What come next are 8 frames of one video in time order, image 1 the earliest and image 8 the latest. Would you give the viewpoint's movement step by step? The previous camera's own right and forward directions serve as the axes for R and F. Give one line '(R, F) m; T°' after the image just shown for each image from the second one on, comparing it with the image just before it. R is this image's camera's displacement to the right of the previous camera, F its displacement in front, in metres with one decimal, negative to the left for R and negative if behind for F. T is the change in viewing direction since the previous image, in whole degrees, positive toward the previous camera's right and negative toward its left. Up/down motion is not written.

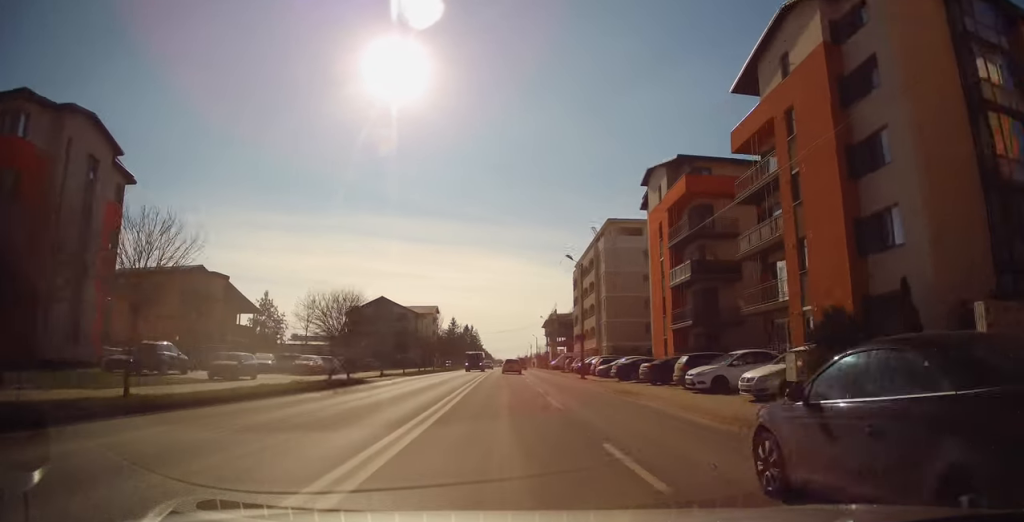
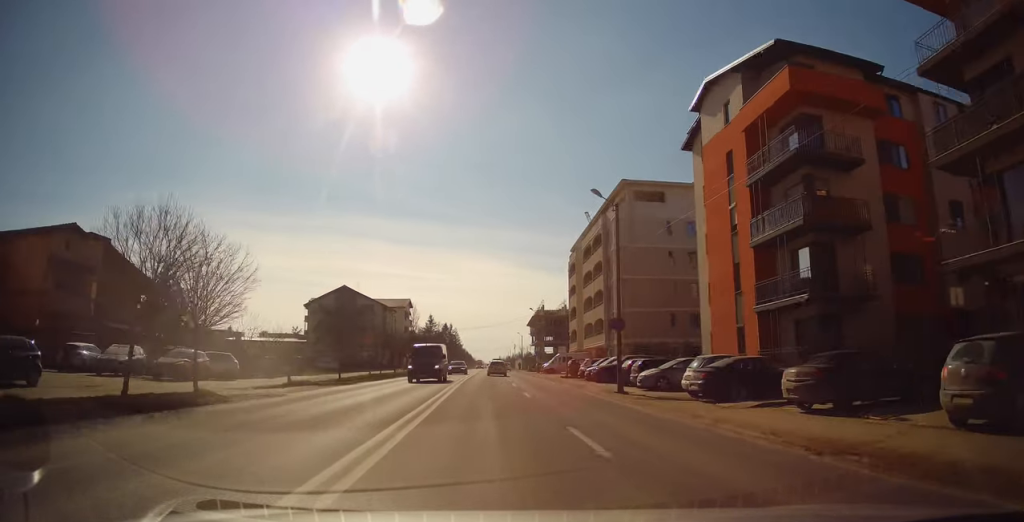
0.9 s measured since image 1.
(-0.2, +15.8) m; +1°
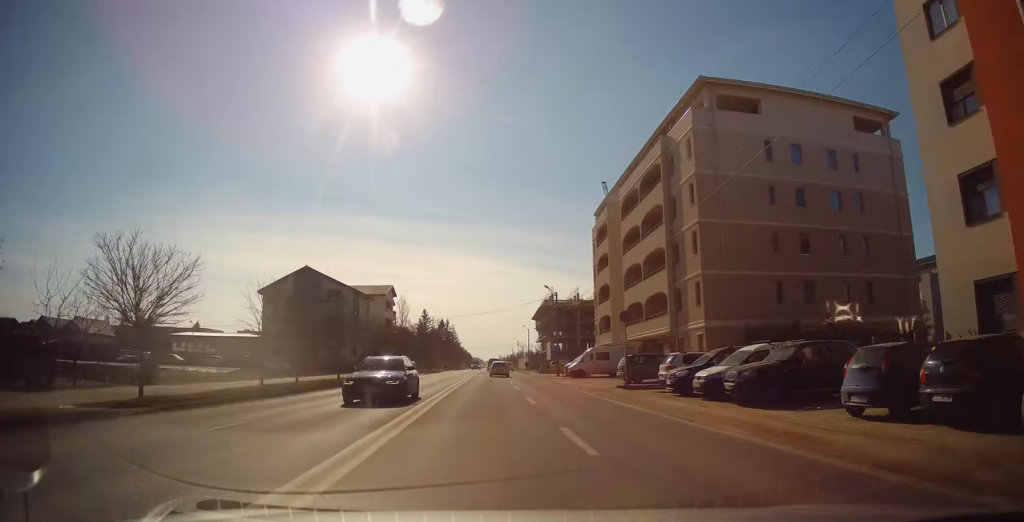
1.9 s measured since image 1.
(+0.6, +19.9) m; +2°
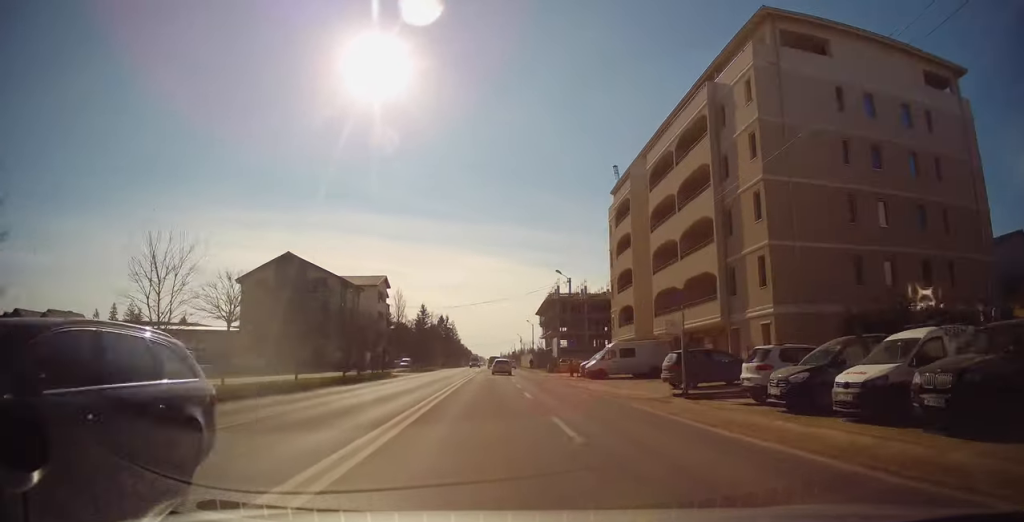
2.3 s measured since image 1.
(0.0, +7.6) m; 0°
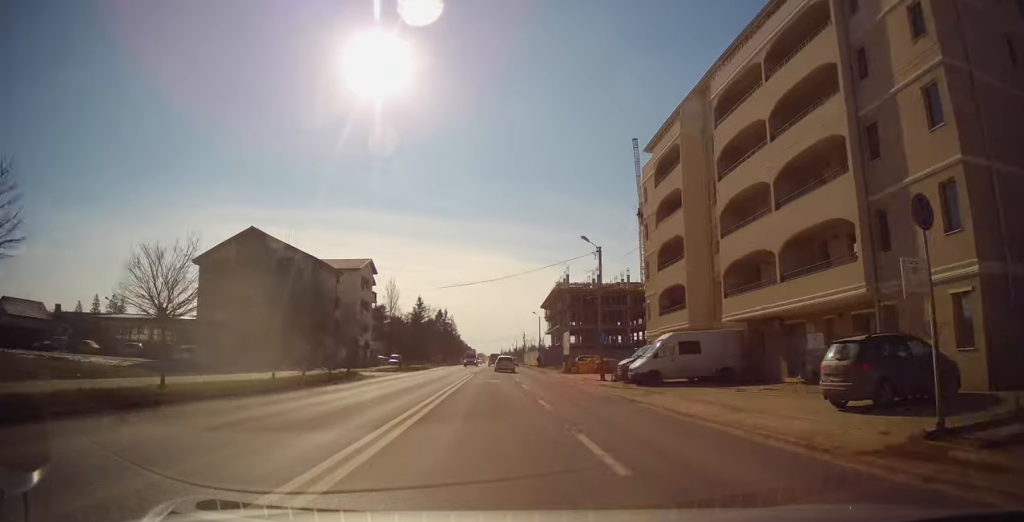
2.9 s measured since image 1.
(0.0, +11.4) m; 0°
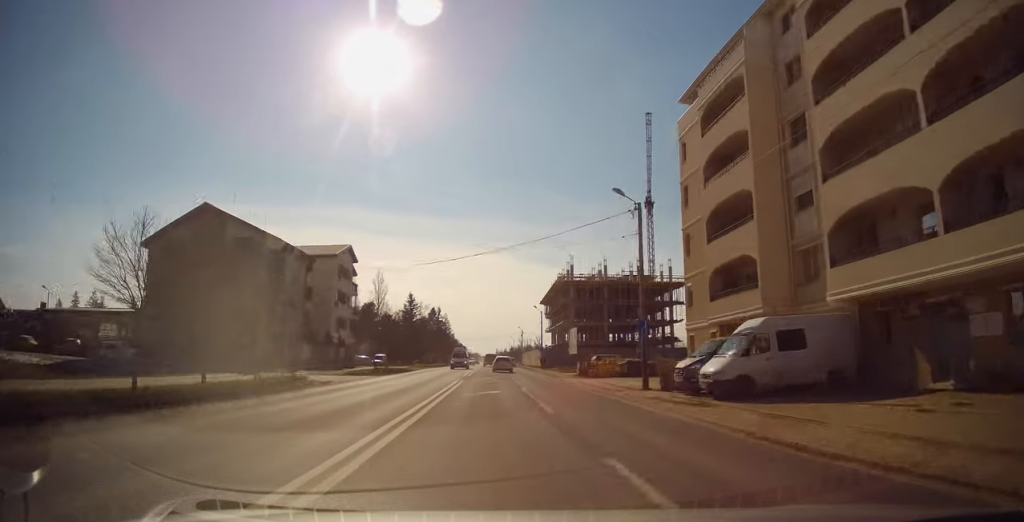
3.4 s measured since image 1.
(0.0, +9.5) m; 0°
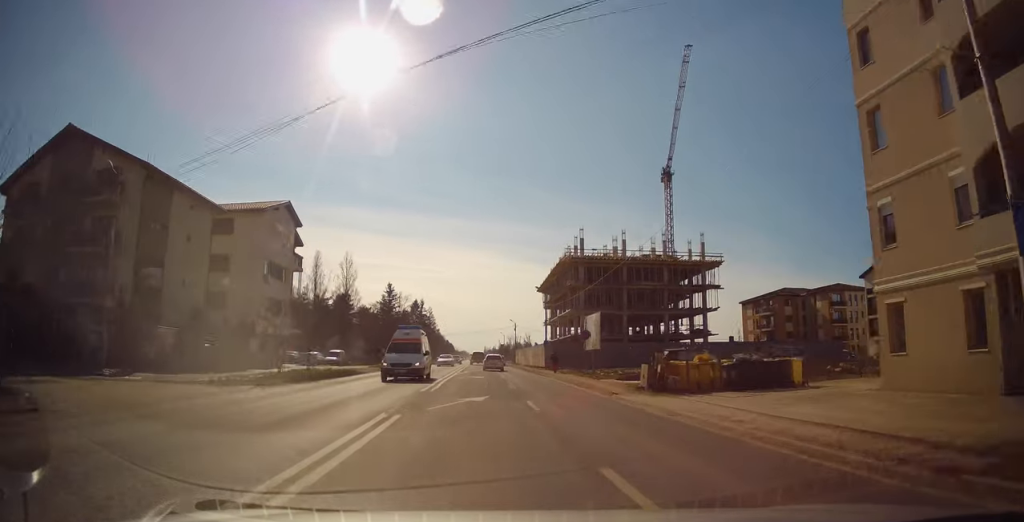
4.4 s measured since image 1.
(+0.1, +18.2) m; +1°
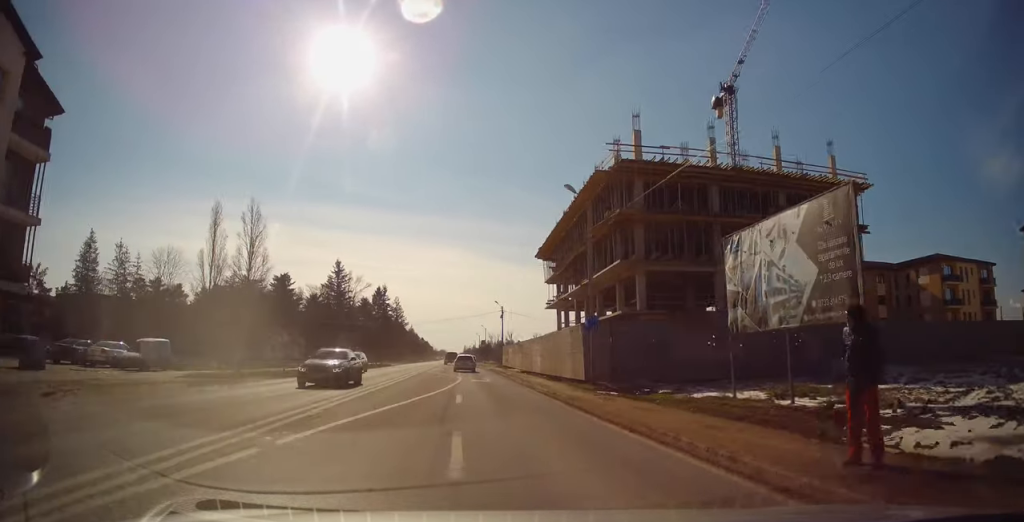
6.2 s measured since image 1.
(+0.7, +33.7) m; +2°
